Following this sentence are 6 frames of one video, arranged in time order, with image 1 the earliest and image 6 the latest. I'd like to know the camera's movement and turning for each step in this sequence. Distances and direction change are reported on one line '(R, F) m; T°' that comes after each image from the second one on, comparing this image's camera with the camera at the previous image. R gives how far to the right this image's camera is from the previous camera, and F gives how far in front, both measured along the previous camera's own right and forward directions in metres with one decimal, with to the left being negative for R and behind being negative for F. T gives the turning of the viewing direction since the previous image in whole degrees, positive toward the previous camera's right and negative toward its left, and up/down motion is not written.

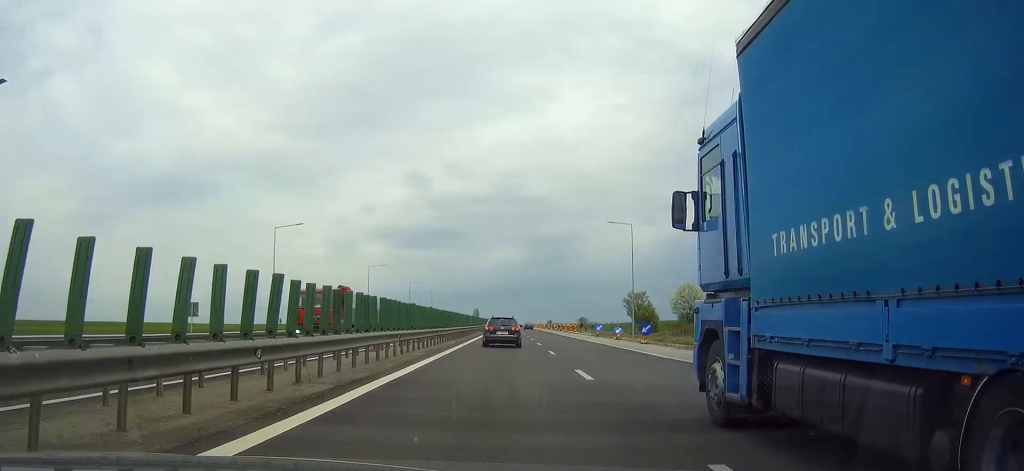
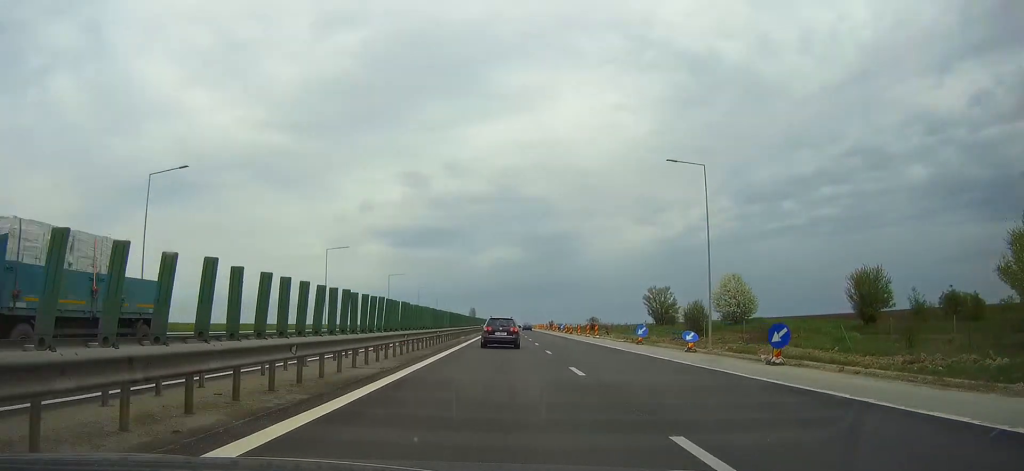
(0.0, +22.5) m; 0°
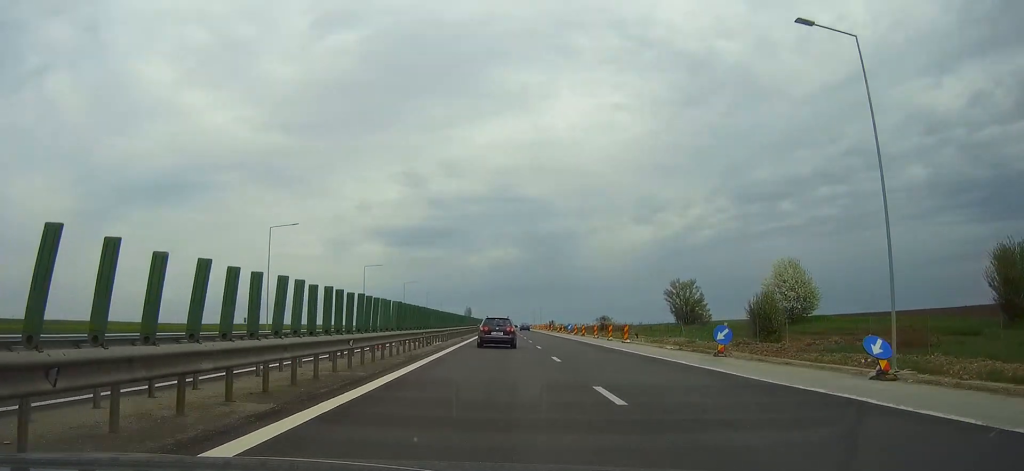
(0.0, +18.0) m; 0°
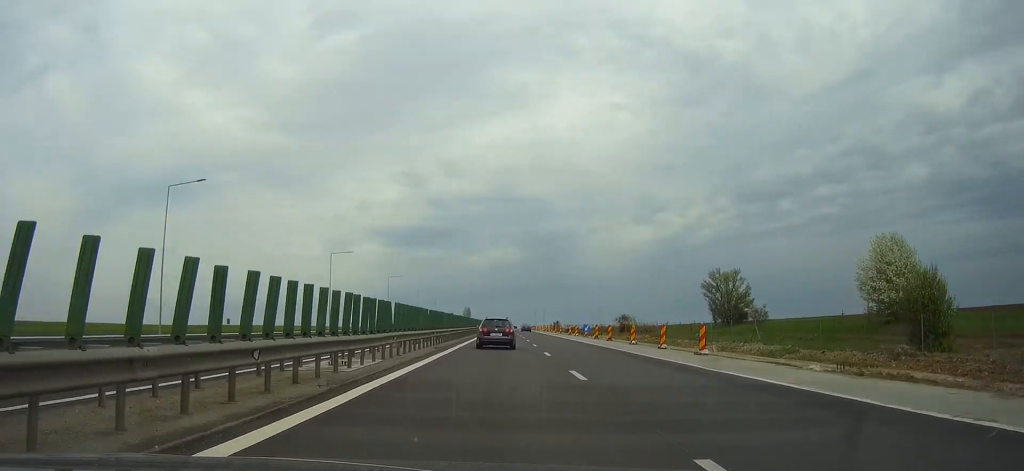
(-0.1, +19.3) m; 0°
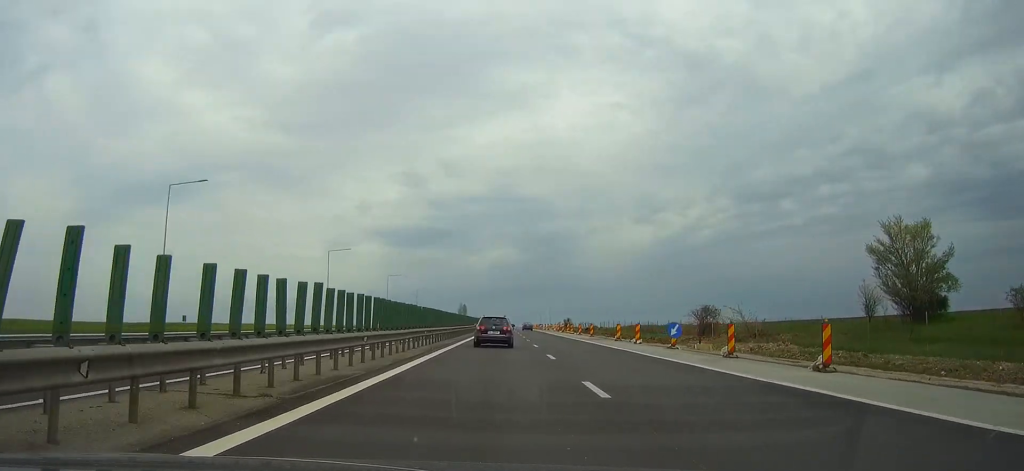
(+0.1, +39.9) m; 0°
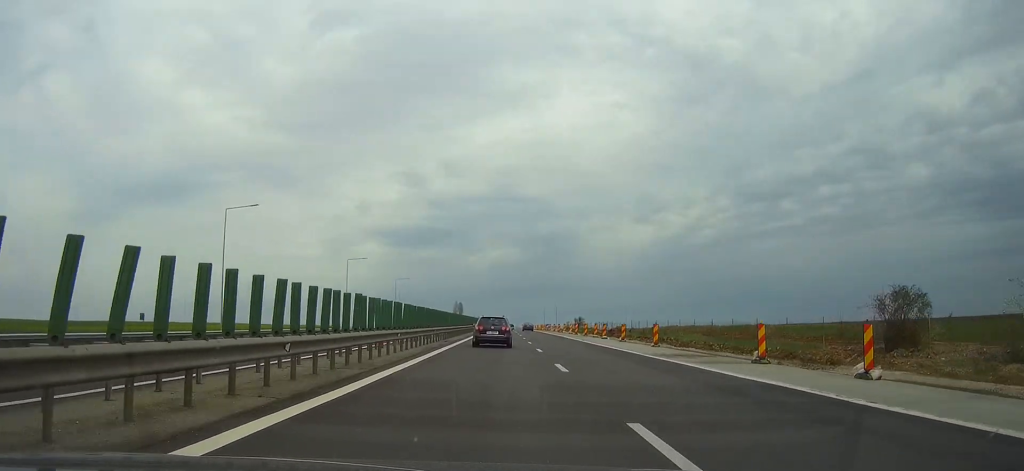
(0.0, +29.9) m; 0°
